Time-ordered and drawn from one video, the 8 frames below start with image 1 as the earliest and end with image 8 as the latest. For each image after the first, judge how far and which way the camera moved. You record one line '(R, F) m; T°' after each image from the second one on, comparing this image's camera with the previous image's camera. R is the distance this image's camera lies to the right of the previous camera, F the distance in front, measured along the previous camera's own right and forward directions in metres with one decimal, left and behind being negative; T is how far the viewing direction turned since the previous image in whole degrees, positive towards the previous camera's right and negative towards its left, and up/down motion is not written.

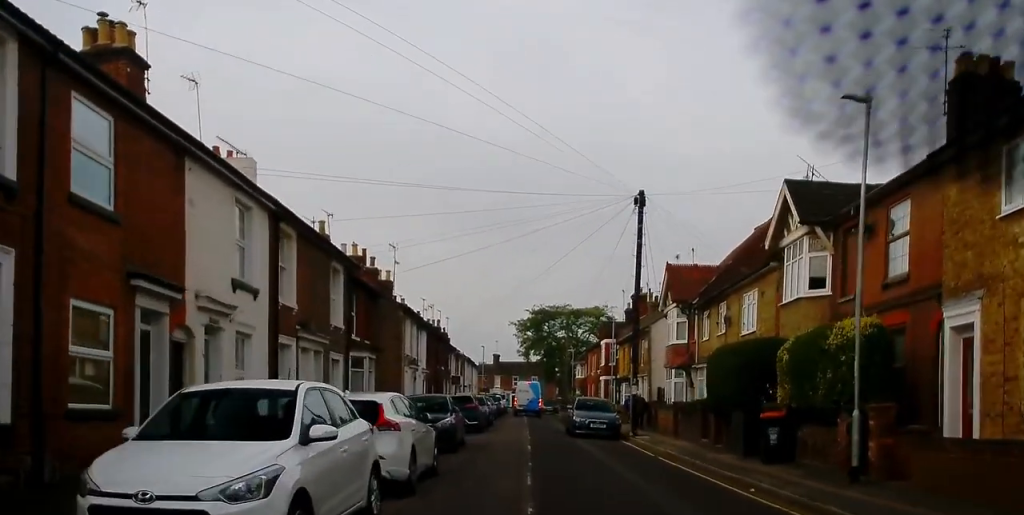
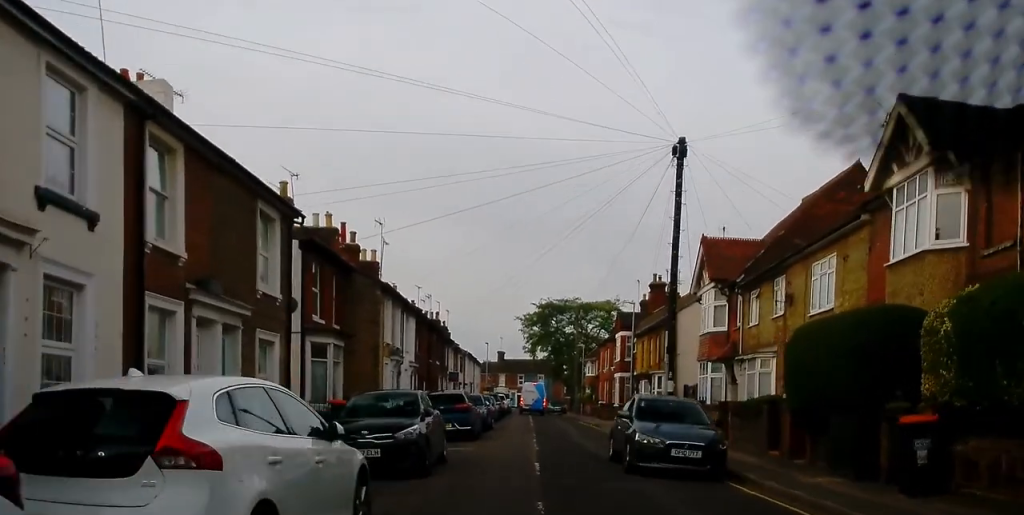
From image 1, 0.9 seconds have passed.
(-0.1, +6.4) m; -1°
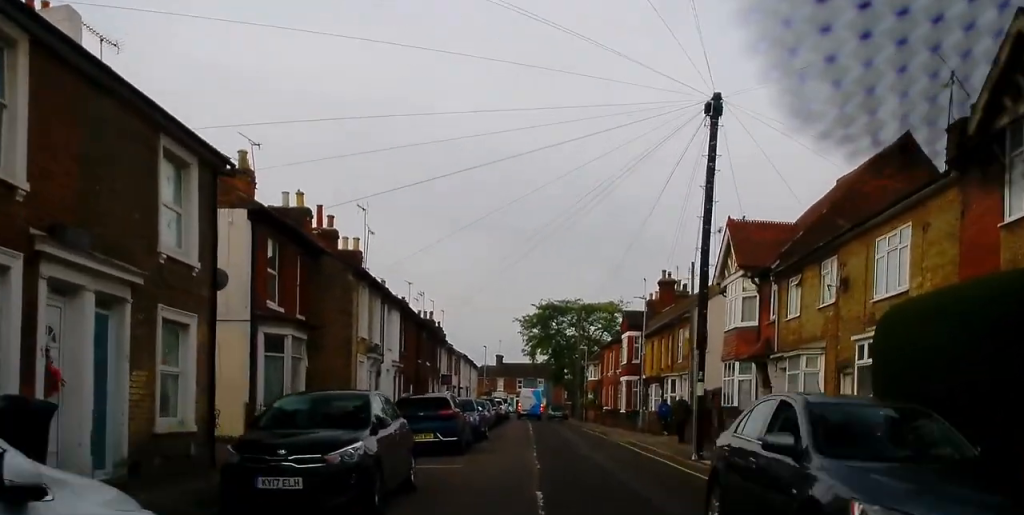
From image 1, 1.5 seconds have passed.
(-0.2, +4.3) m; +1°
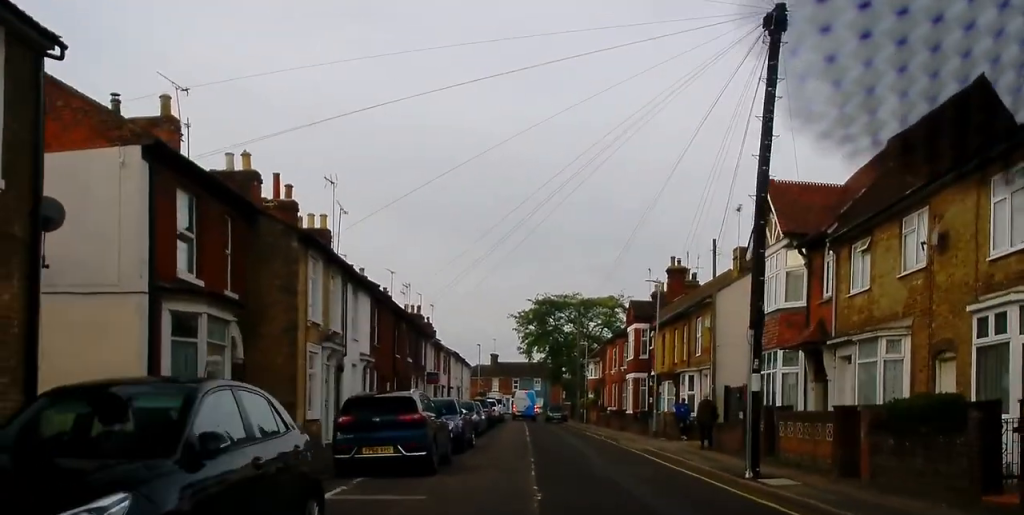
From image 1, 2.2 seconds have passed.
(+0.2, +5.1) m; +2°
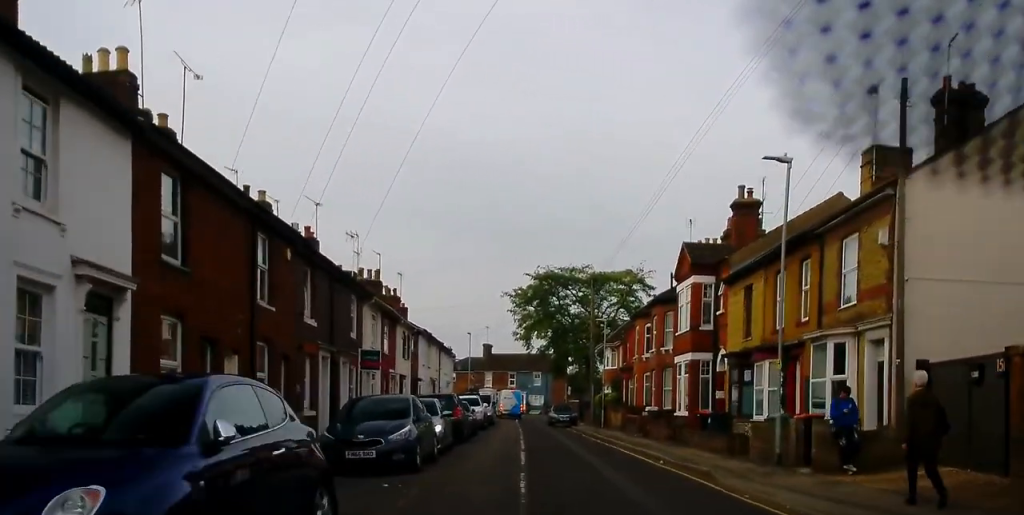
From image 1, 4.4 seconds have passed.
(-0.1, +16.6) m; -1°
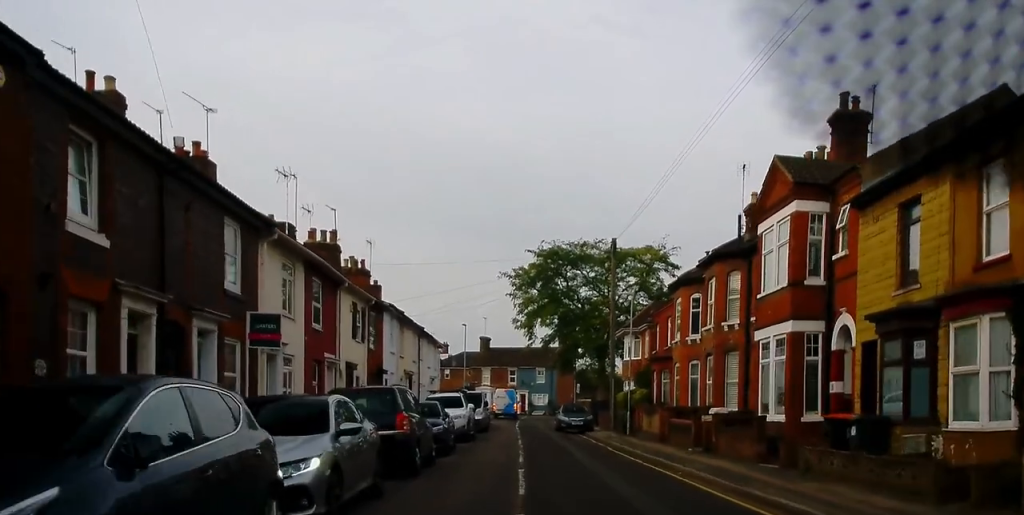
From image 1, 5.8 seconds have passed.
(0.0, +10.8) m; 0°
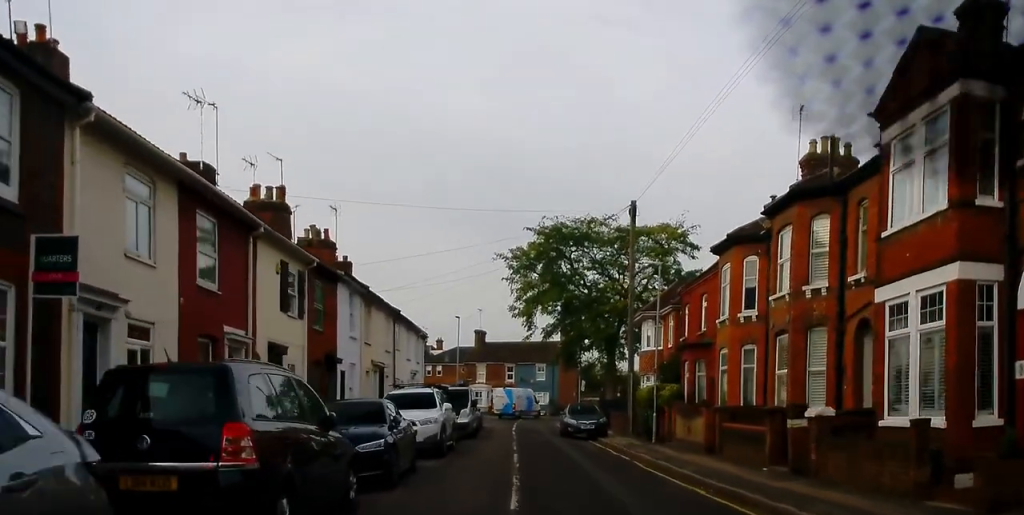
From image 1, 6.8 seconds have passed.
(0.0, +7.4) m; +1°
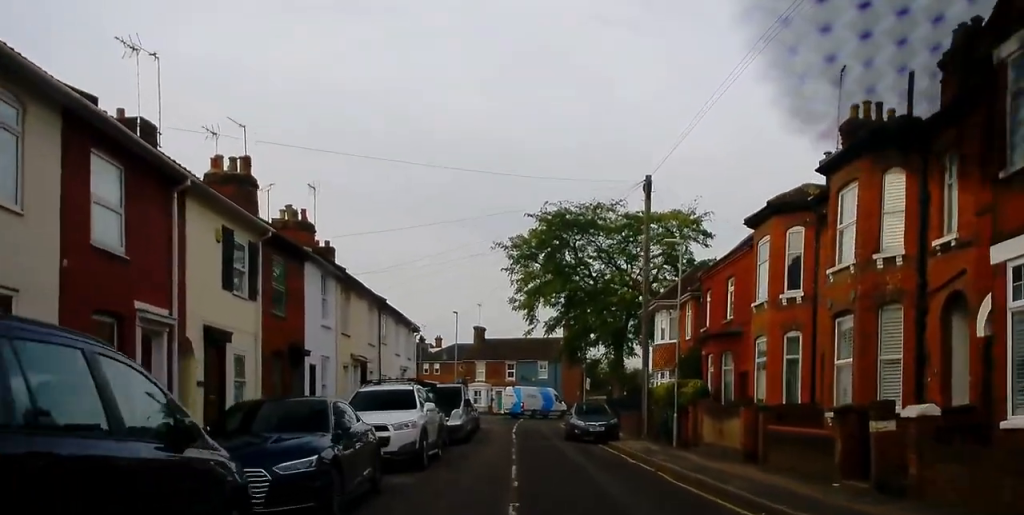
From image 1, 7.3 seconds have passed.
(+0.2, +3.6) m; -1°
